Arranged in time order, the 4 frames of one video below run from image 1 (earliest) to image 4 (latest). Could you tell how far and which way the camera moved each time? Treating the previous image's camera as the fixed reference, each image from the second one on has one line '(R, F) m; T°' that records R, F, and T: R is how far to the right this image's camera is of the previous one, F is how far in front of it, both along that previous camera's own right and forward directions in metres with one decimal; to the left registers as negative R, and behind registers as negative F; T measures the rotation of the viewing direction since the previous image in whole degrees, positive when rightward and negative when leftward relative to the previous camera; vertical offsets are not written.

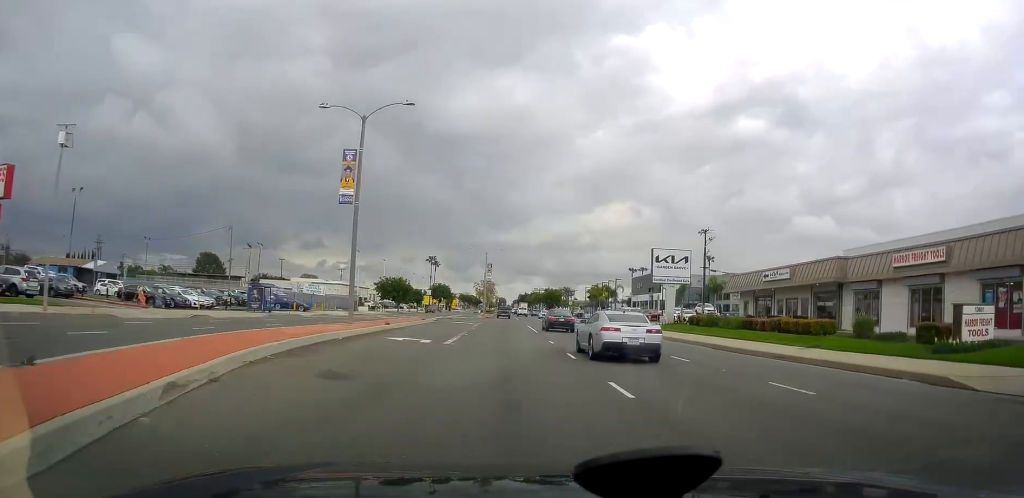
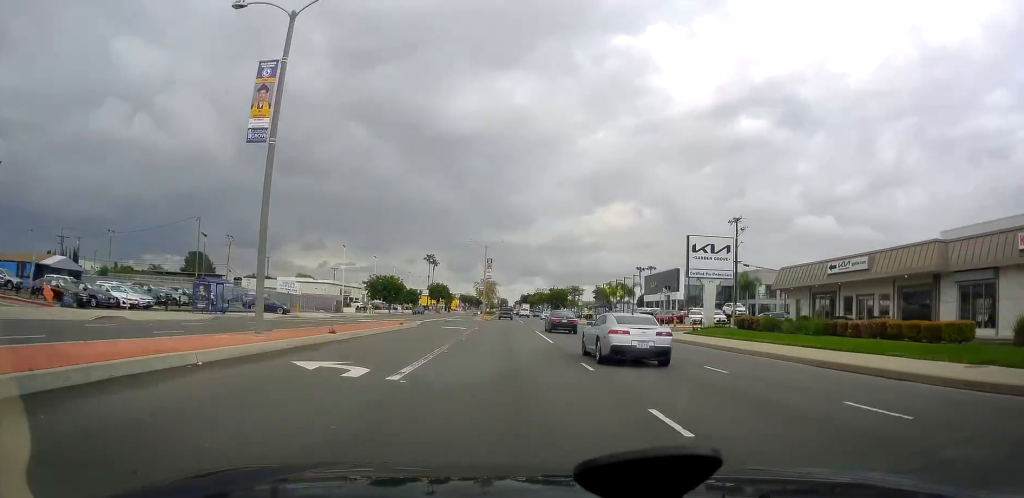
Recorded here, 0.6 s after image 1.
(0.0, +10.3) m; 0°
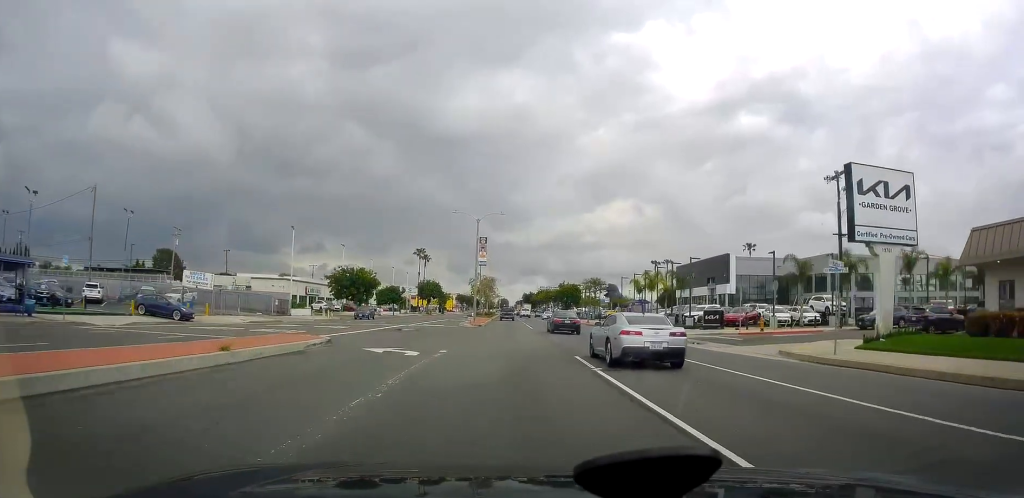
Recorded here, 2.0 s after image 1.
(0.0, +22.4) m; 0°
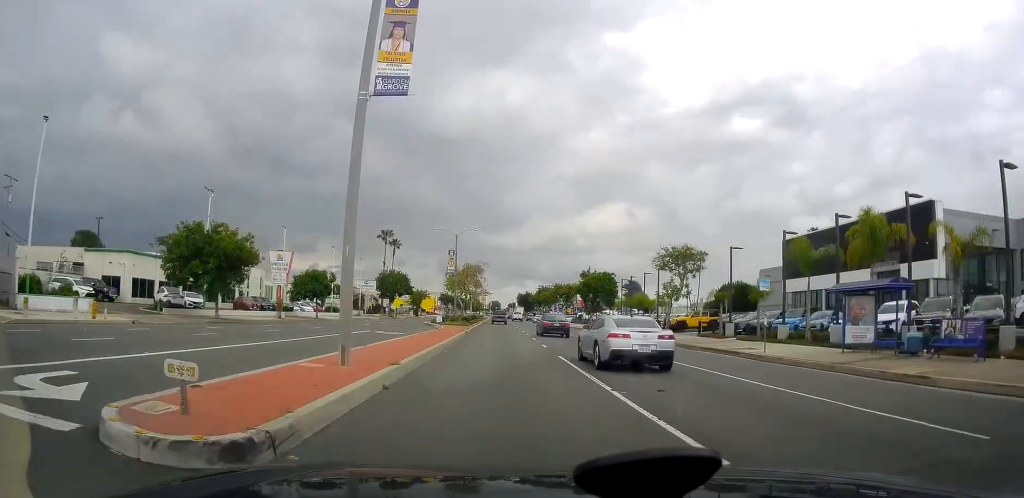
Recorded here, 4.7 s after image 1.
(0.0, +40.8) m; 0°
